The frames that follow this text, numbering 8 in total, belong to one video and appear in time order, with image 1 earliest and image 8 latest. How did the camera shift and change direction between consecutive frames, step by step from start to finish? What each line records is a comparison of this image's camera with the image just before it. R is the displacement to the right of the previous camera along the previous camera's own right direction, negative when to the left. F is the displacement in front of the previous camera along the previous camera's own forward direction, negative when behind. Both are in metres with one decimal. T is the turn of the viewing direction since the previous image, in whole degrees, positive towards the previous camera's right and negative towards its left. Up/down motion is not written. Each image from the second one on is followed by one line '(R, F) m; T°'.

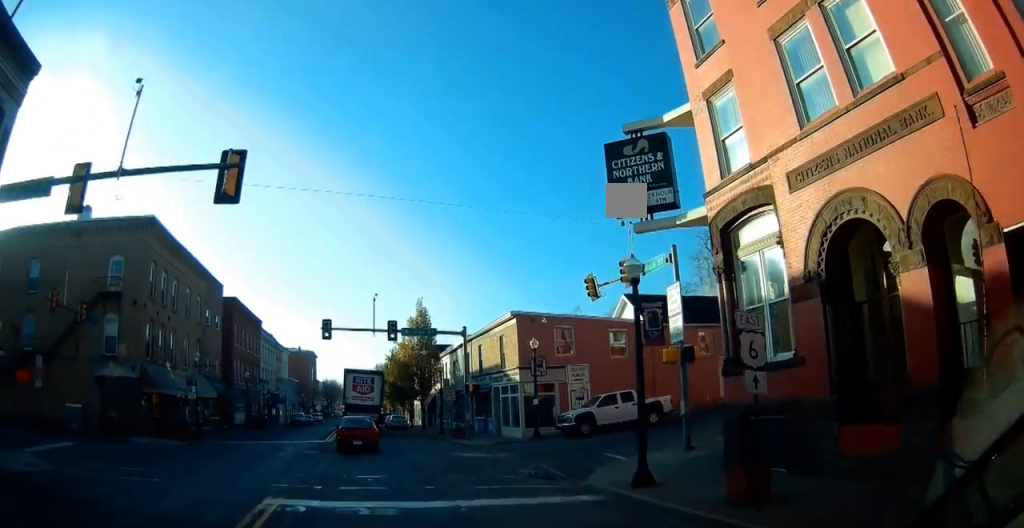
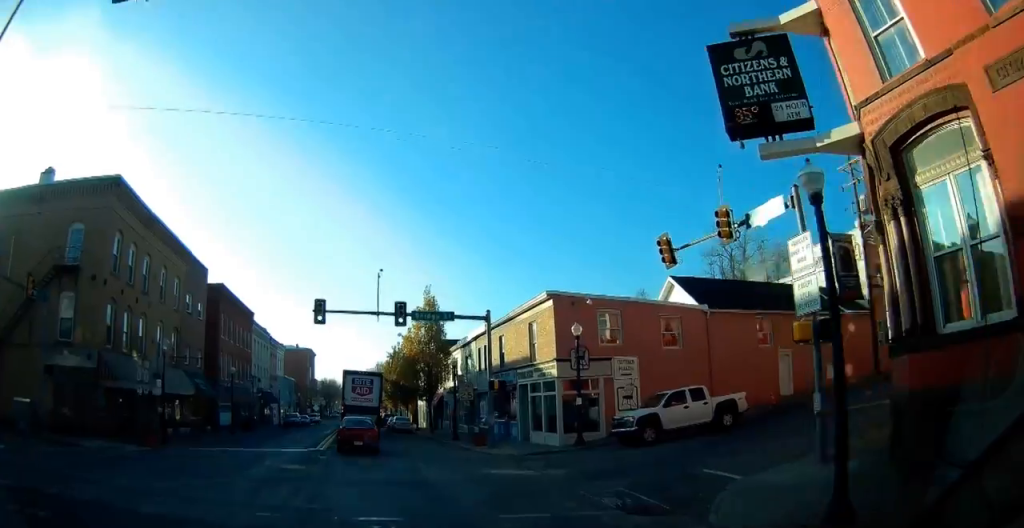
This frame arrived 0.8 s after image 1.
(0.0, +5.4) m; 0°
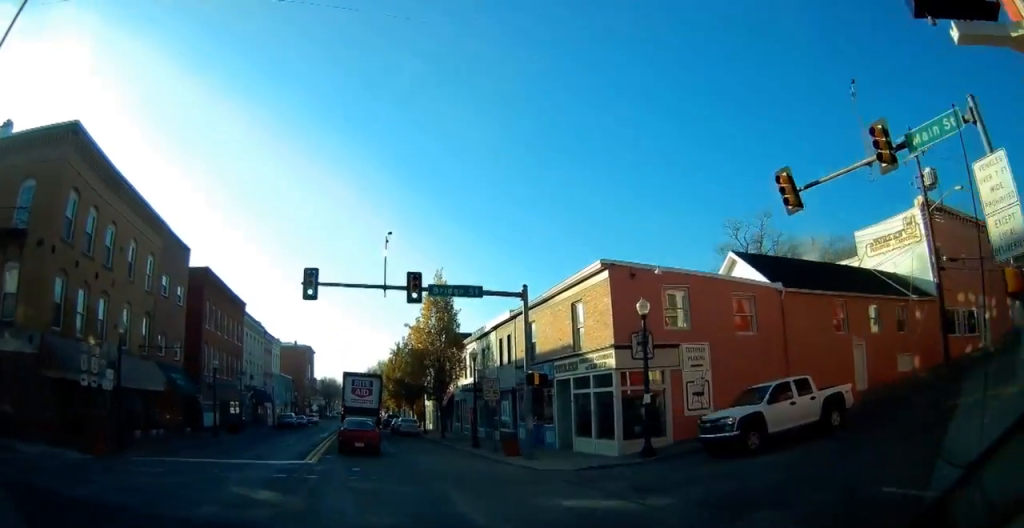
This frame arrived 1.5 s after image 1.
(0.0, +5.6) m; 0°
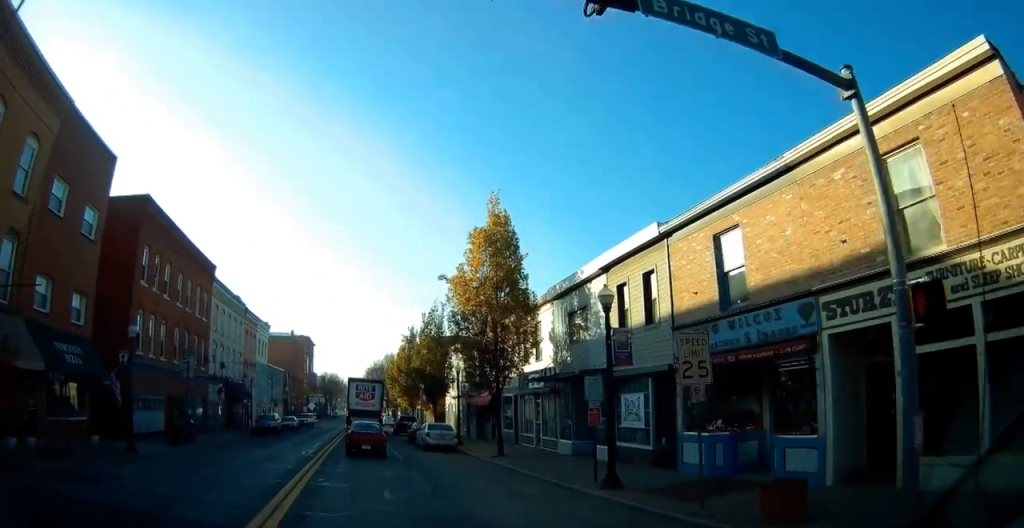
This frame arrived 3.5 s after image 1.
(-0.1, +16.1) m; -2°
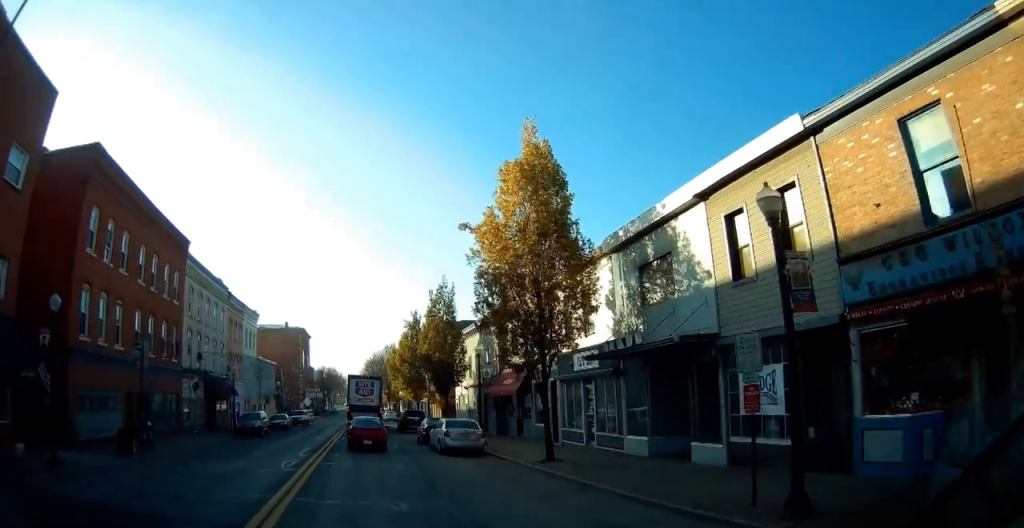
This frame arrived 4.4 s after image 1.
(-0.3, +6.7) m; 0°
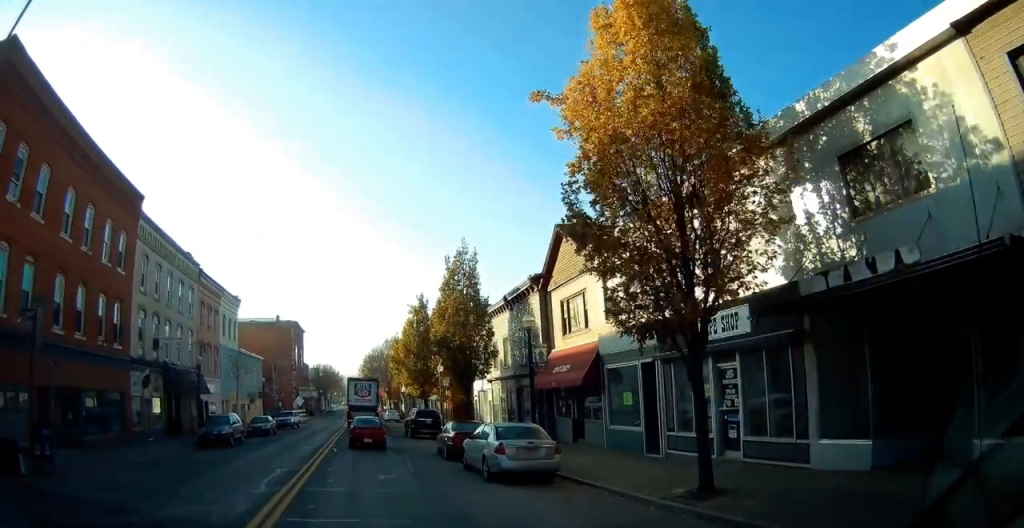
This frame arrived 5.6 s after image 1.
(+0.4, +9.1) m; +2°
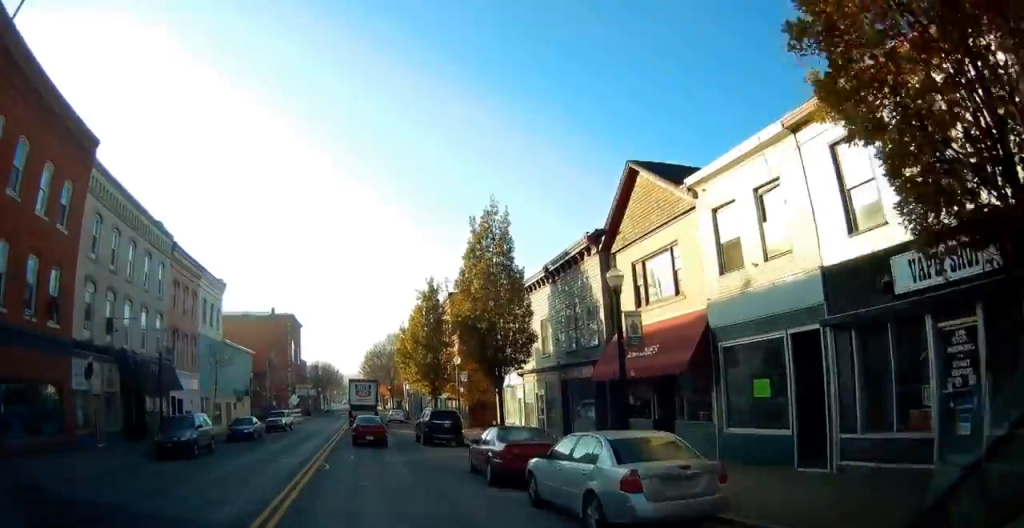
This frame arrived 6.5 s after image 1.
(0.0, +7.0) m; 0°
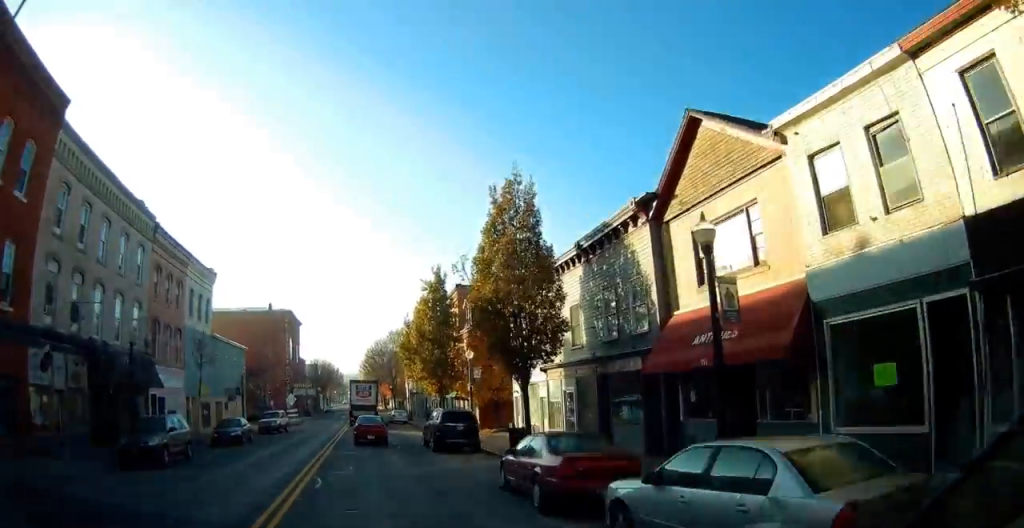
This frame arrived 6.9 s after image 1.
(0.0, +3.6) m; -1°
